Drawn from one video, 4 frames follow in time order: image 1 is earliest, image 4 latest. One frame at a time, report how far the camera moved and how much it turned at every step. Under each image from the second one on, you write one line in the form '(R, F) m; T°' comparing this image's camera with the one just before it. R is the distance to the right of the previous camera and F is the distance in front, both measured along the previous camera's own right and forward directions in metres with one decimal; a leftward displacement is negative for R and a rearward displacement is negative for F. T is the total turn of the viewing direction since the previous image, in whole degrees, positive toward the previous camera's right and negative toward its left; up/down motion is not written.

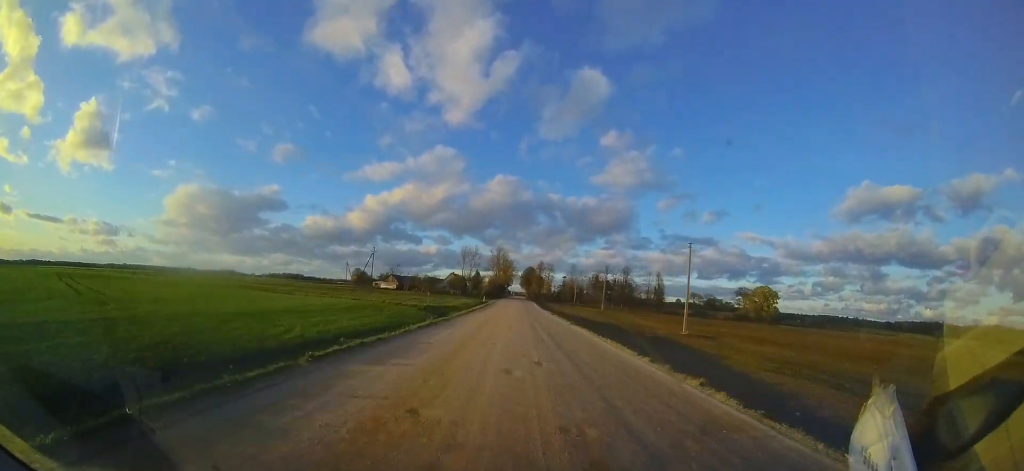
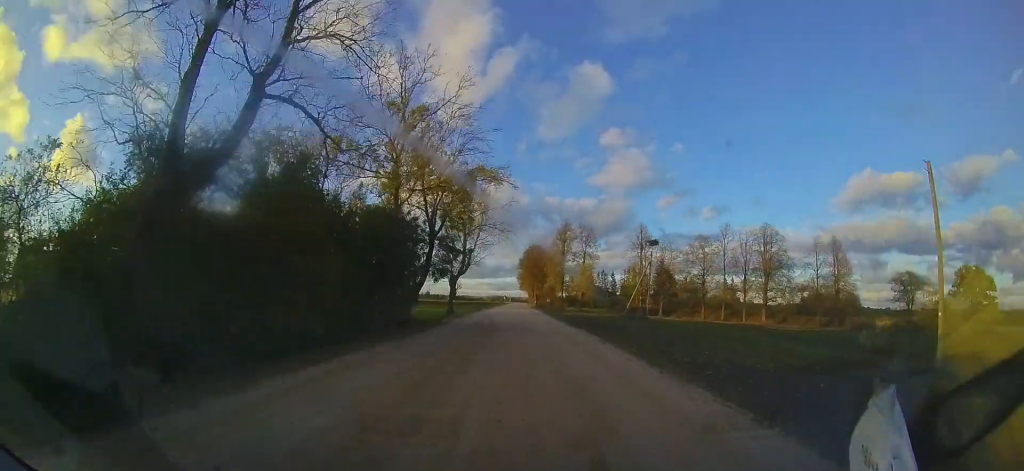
(+1.0, +95.4) m; +1°
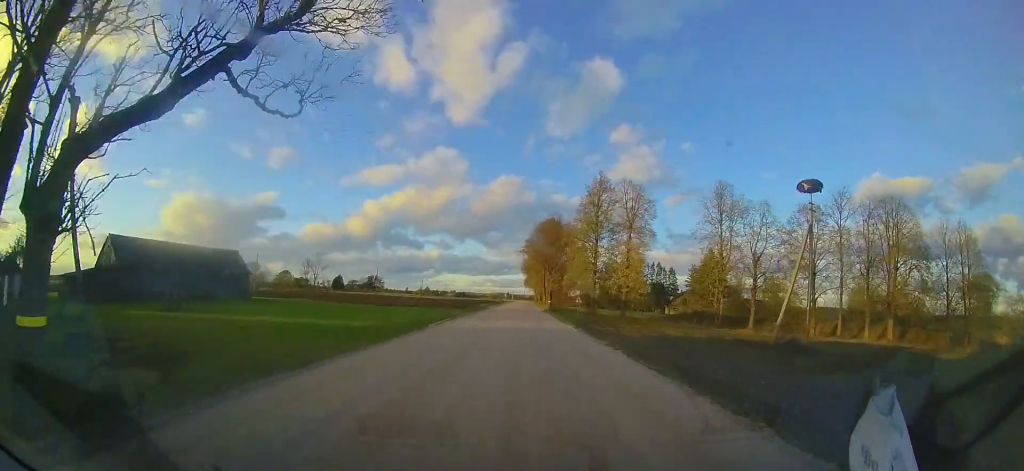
(0.0, +26.9) m; +1°
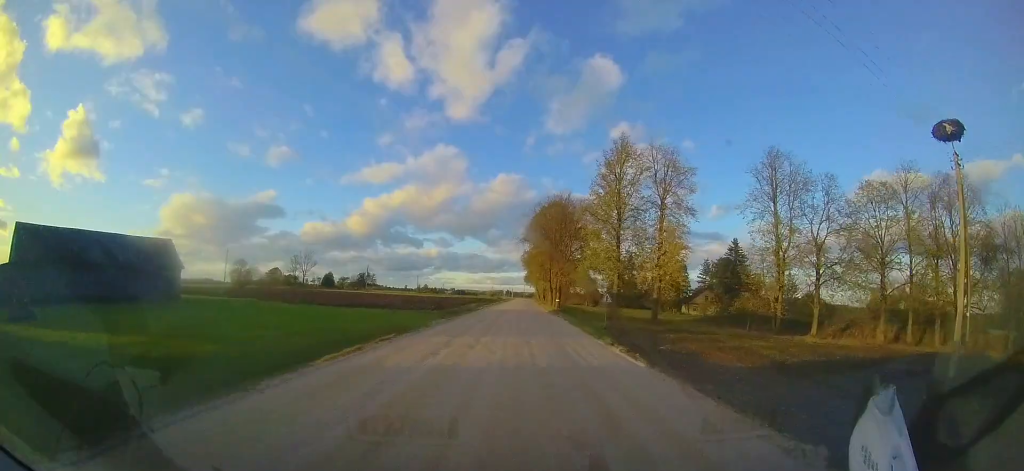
(0.0, +10.6) m; +1°
